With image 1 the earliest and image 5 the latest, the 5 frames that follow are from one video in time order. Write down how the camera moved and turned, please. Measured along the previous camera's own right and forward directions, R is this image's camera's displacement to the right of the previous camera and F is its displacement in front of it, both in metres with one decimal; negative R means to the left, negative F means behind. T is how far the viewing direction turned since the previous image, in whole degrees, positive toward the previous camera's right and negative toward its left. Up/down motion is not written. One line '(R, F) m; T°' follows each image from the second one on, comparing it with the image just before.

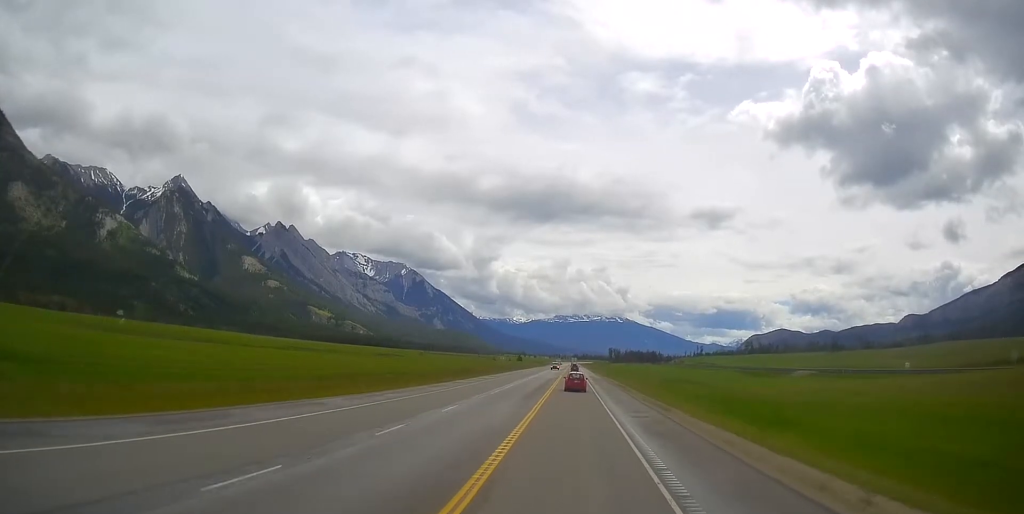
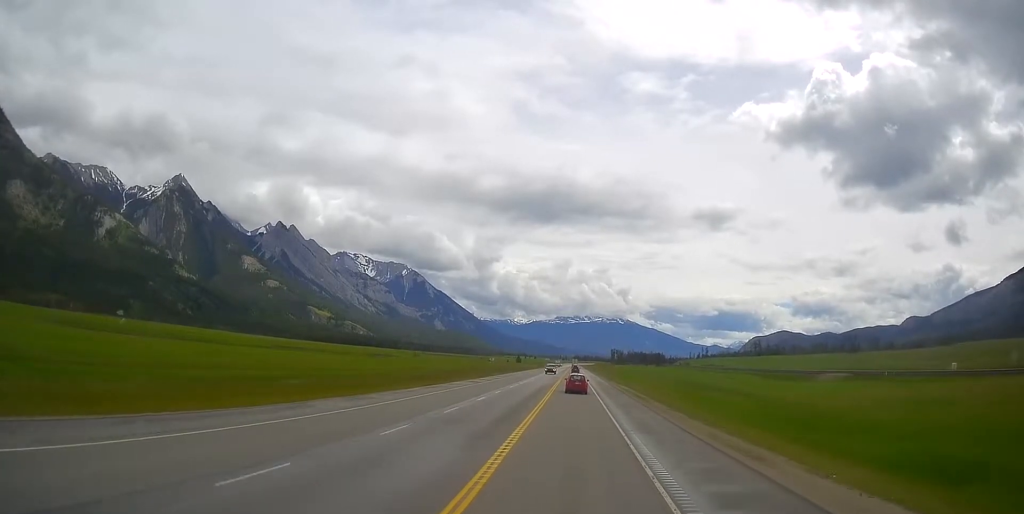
(0.0, +17.2) m; 0°
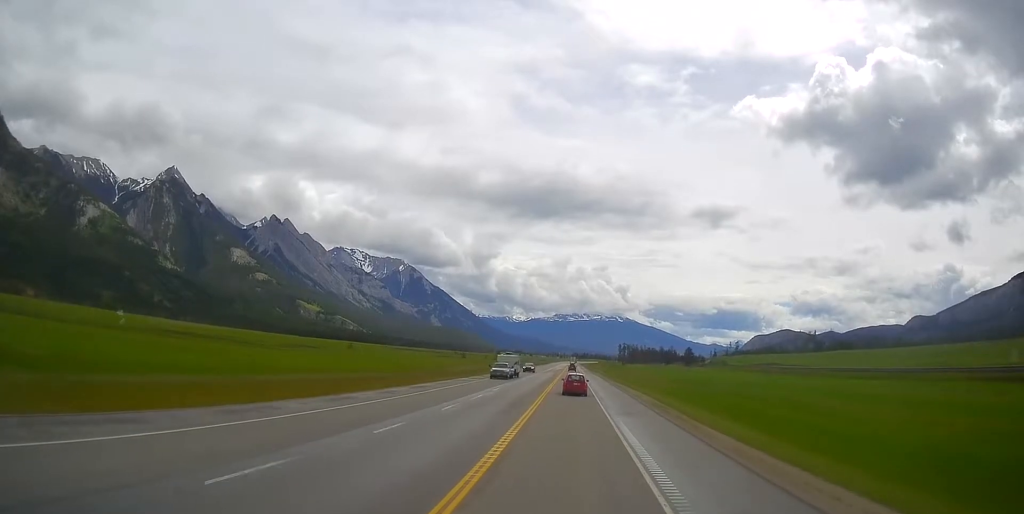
(-0.7, +106.7) m; -1°
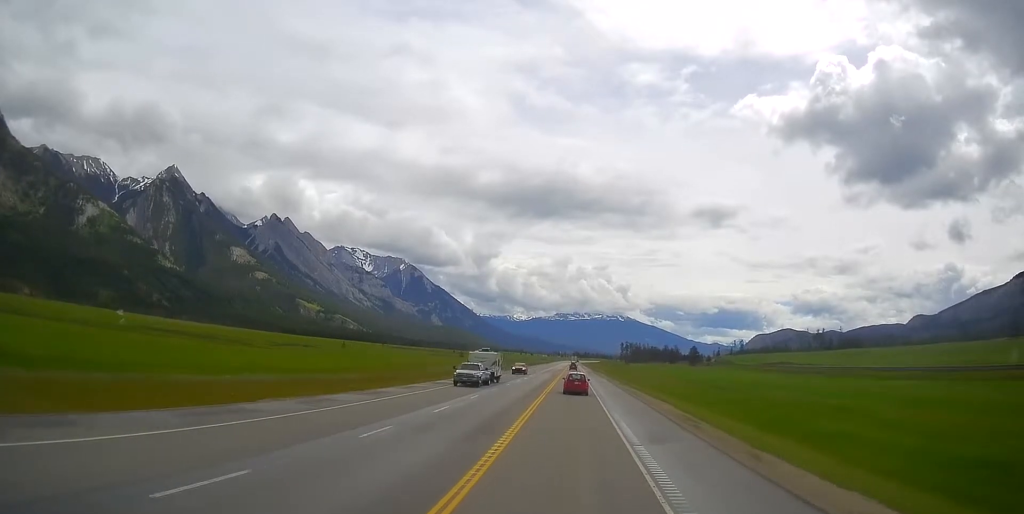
(+0.2, +10.4) m; 0°
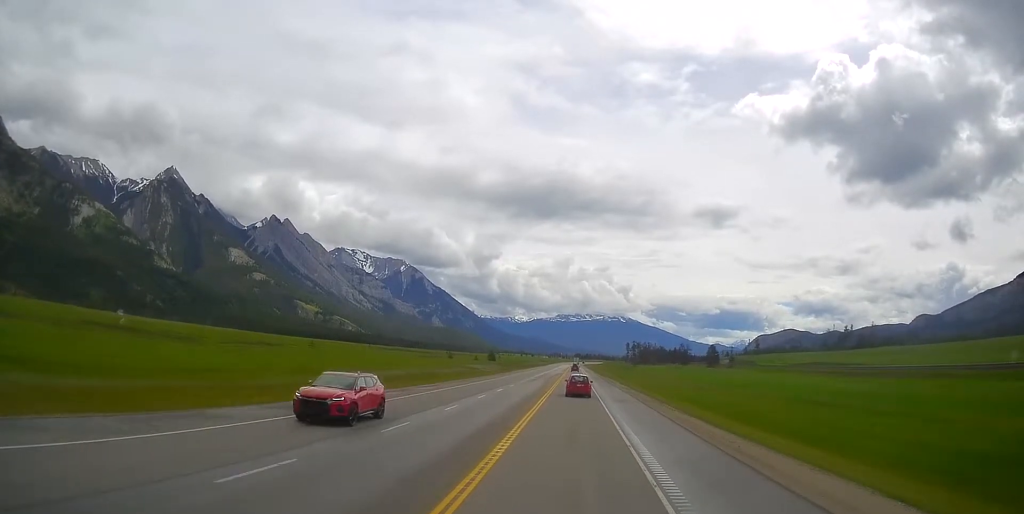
(-0.4, +34.2) m; 0°
